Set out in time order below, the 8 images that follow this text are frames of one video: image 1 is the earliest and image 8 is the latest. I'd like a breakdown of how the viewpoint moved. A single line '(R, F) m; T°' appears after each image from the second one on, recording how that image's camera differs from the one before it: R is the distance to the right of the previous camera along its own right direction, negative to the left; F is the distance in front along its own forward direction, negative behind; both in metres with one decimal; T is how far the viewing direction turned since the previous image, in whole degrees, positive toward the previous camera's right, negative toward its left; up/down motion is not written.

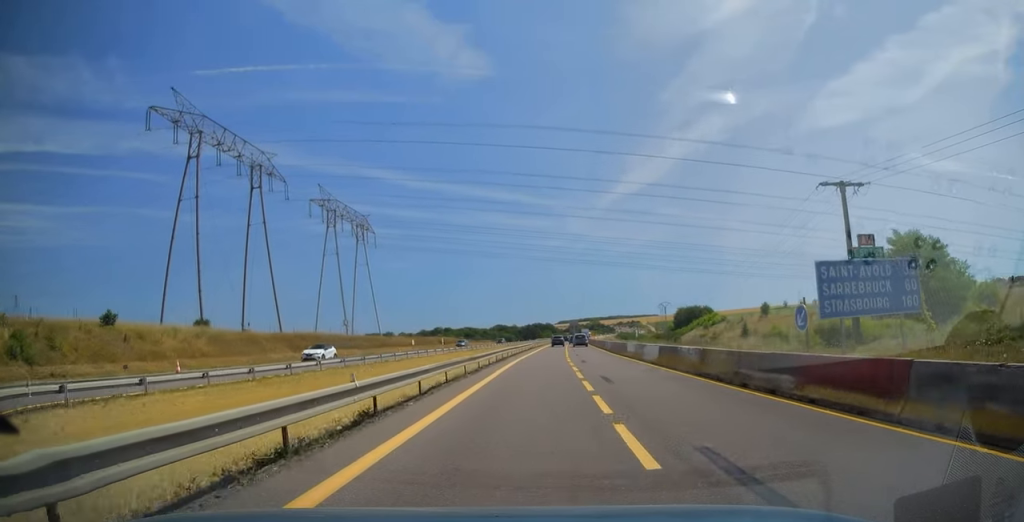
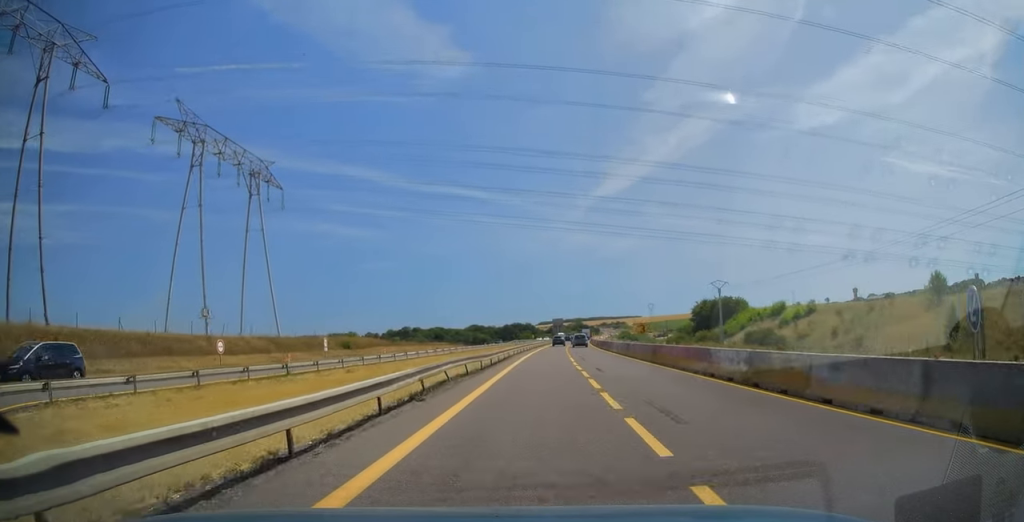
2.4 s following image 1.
(+1.4, +59.9) m; +2°
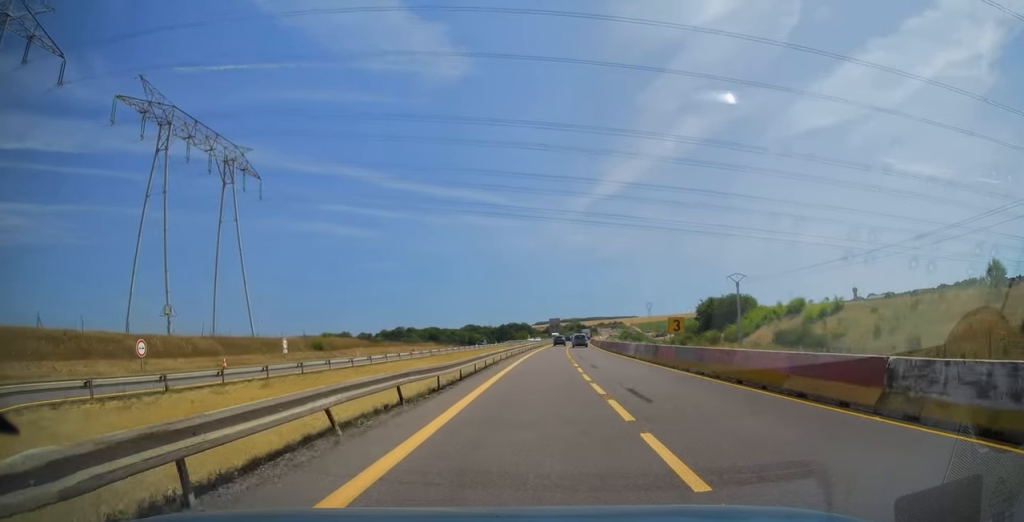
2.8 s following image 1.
(+0.1, +10.1) m; 0°
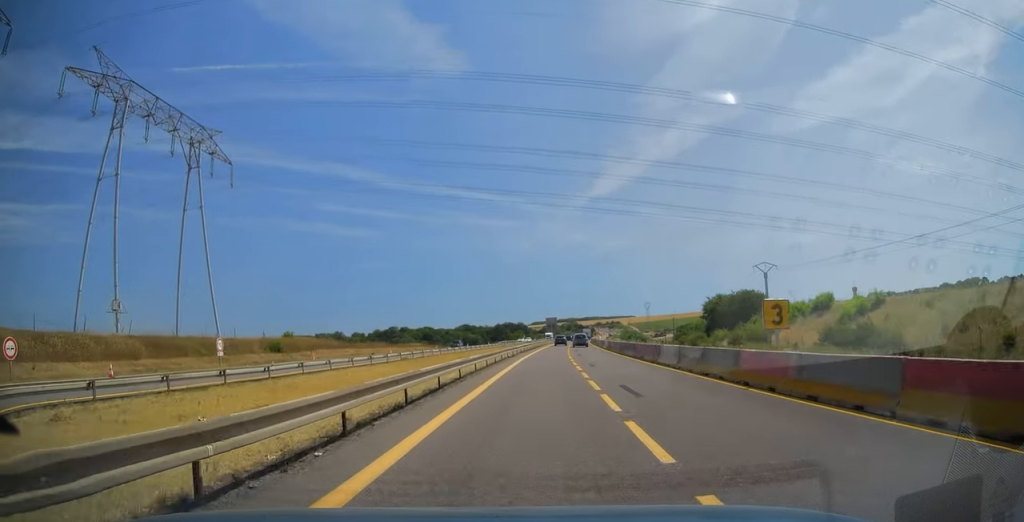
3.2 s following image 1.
(0.0, +11.8) m; 0°
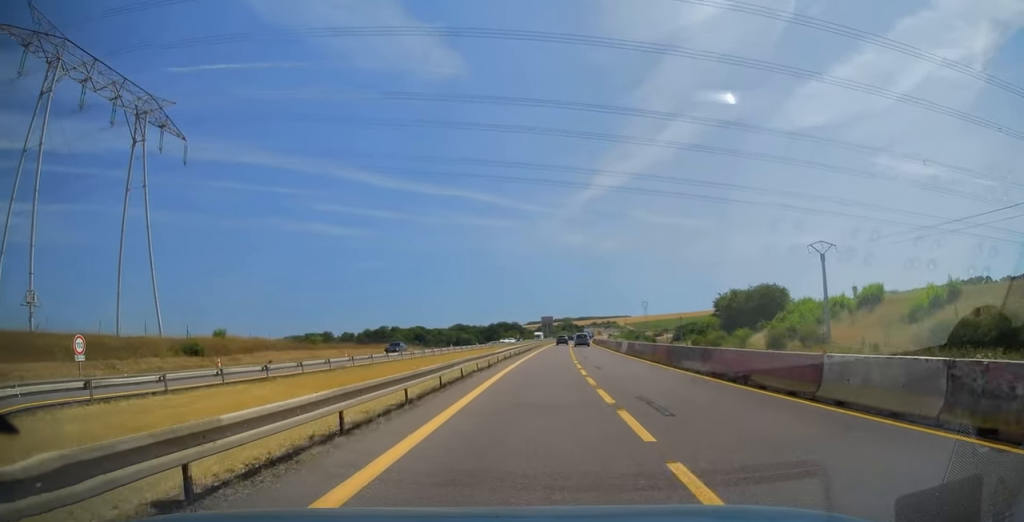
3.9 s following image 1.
(0.0, +16.0) m; 0°
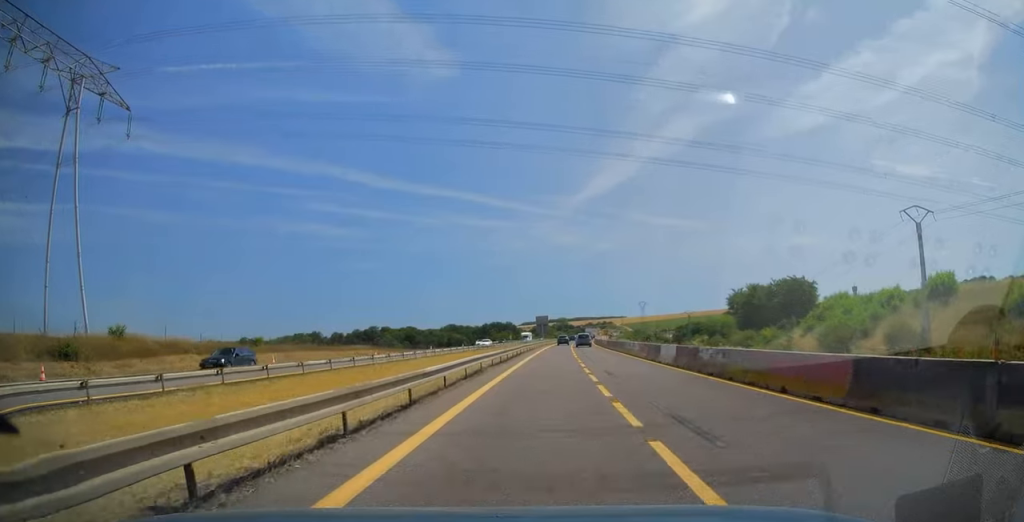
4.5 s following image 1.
(-0.1, +16.0) m; +1°
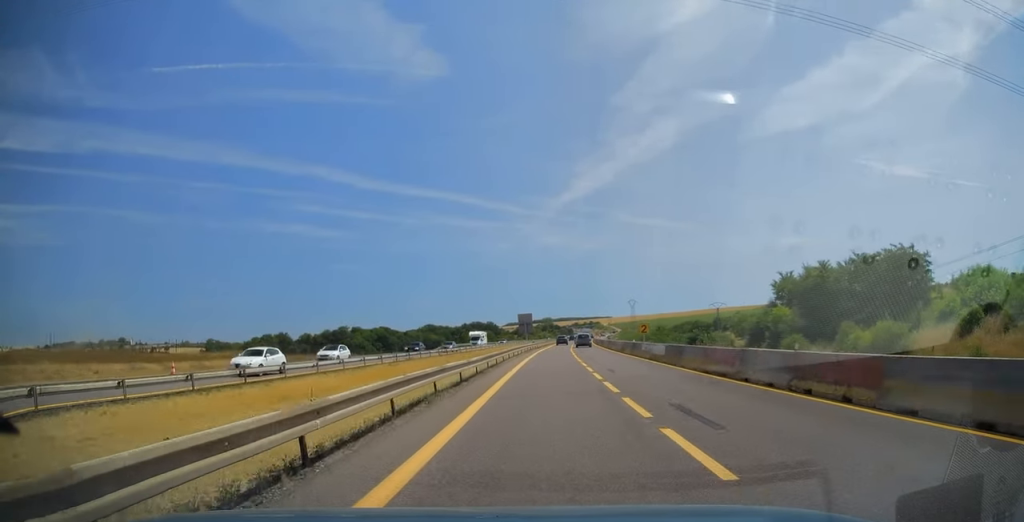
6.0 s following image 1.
(+0.6, +37.9) m; +1°
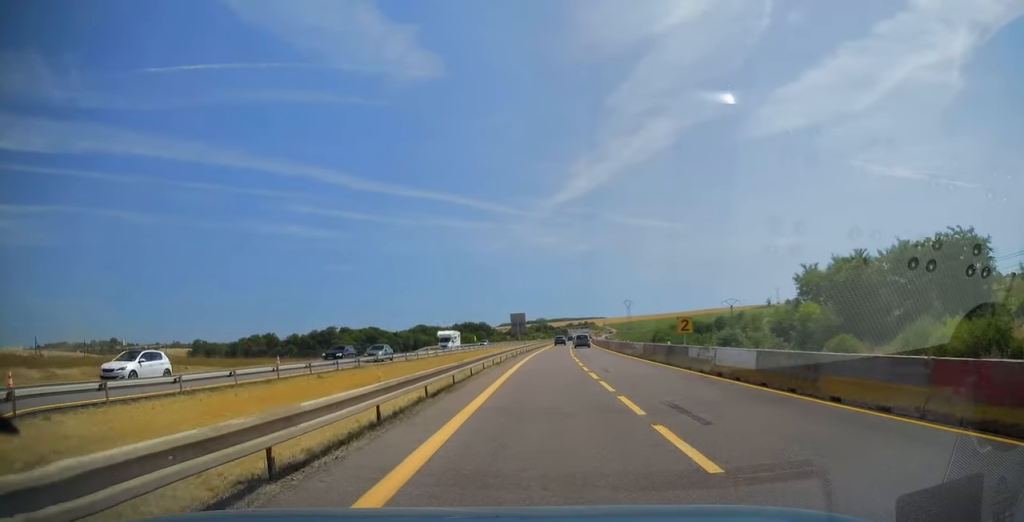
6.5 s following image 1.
(0.0, +12.6) m; 0°
